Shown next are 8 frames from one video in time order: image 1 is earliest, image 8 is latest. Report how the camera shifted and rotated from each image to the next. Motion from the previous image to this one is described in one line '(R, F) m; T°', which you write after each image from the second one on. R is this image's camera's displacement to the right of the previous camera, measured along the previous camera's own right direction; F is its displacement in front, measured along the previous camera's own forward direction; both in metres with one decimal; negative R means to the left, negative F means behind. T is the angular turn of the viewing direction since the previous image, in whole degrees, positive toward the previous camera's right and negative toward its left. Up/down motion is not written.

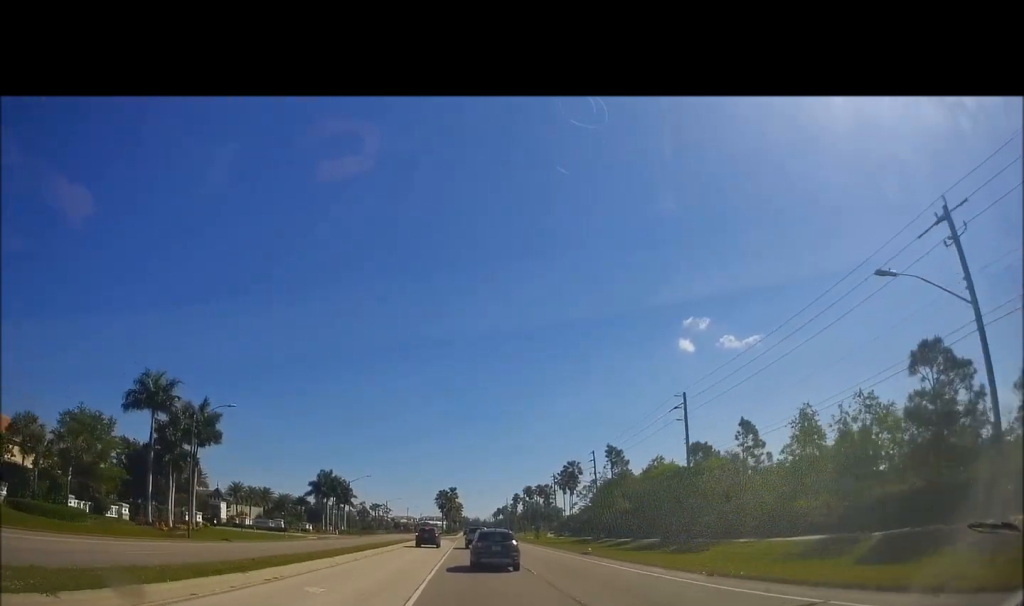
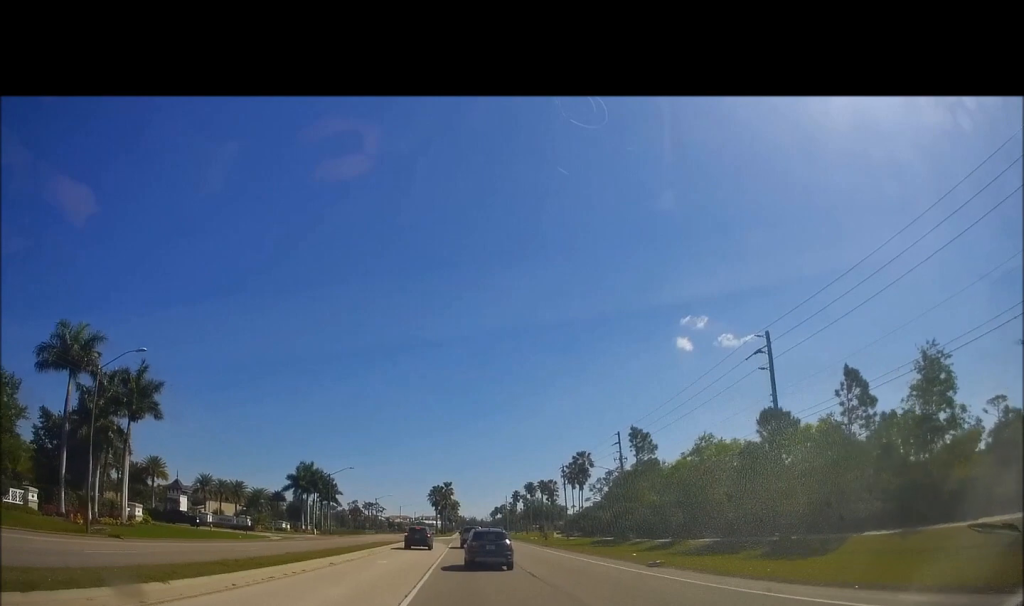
(0.0, +14.1) m; 0°
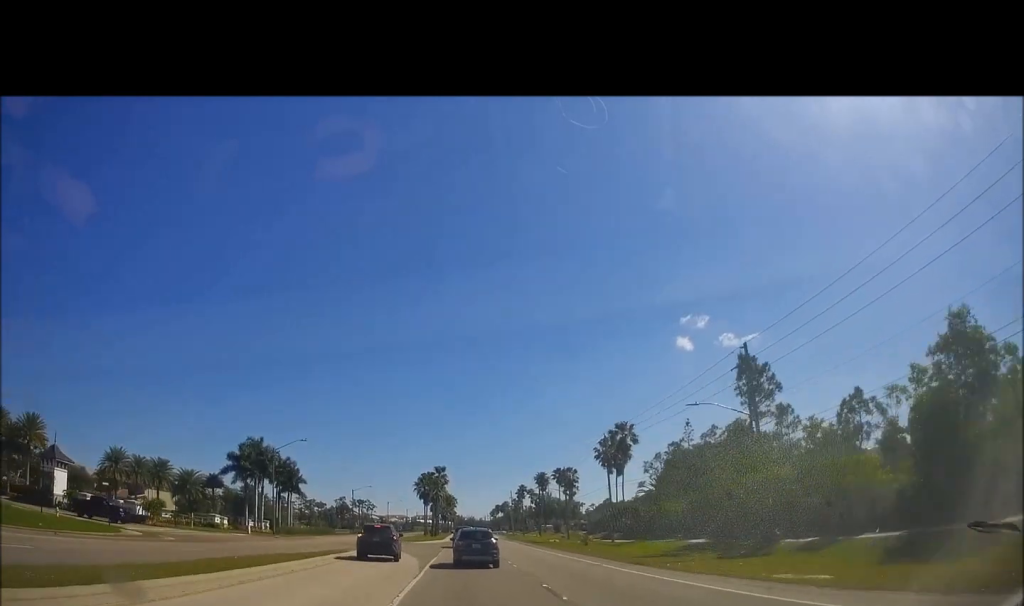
(0.0, +30.1) m; 0°
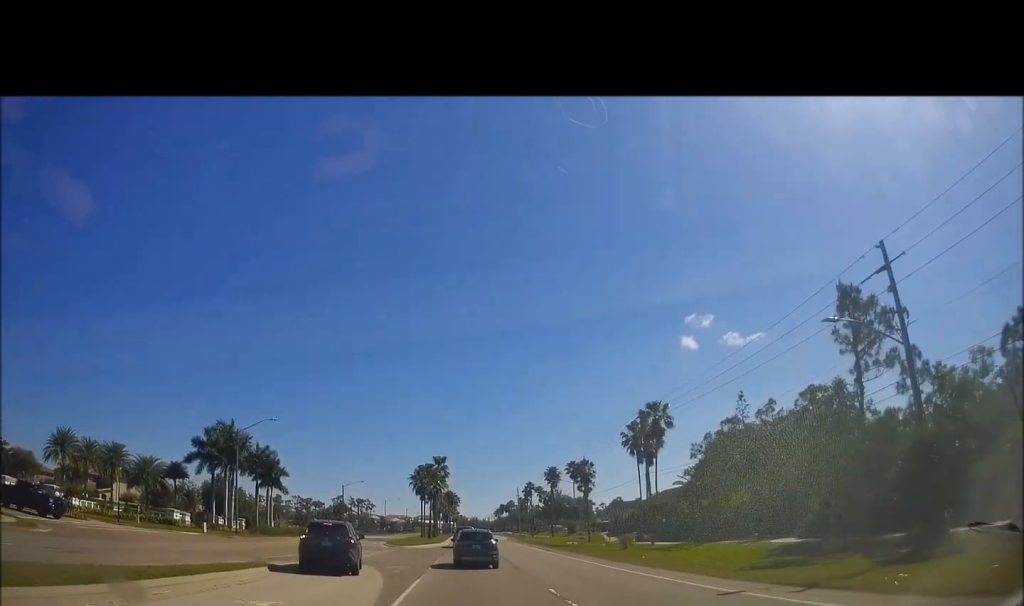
(-0.2, +13.1) m; 0°
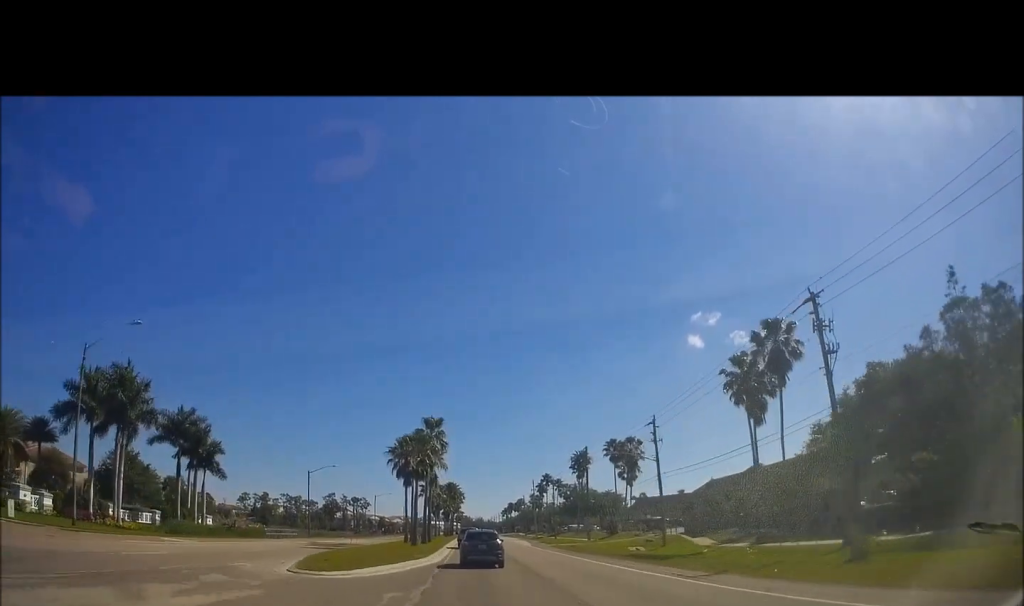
(+0.1, +27.6) m; 0°
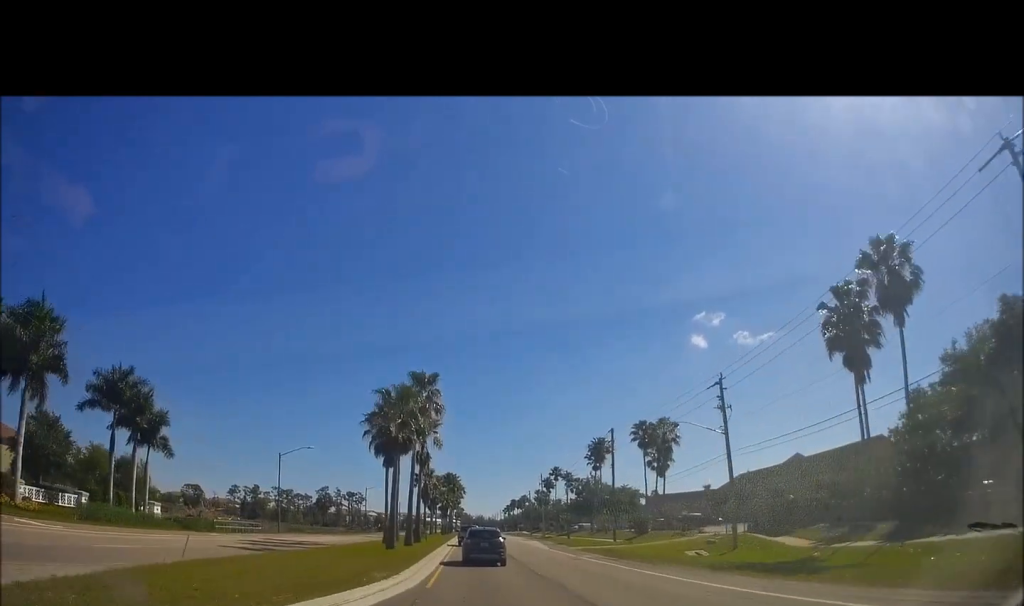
(-0.2, +13.9) m; -1°
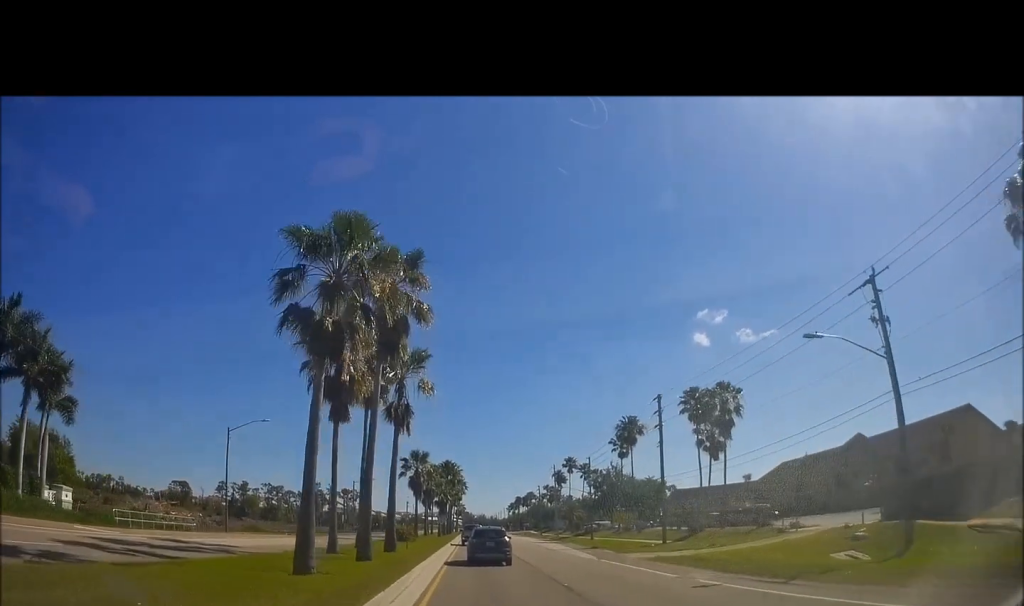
(-0.1, +16.6) m; 0°
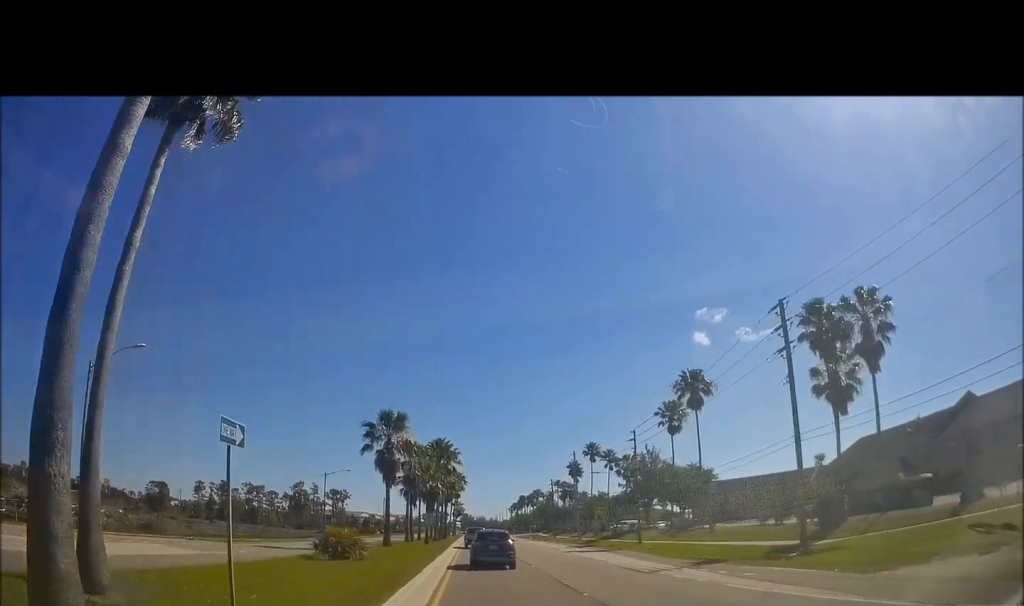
(0.0, +22.4) m; +1°
